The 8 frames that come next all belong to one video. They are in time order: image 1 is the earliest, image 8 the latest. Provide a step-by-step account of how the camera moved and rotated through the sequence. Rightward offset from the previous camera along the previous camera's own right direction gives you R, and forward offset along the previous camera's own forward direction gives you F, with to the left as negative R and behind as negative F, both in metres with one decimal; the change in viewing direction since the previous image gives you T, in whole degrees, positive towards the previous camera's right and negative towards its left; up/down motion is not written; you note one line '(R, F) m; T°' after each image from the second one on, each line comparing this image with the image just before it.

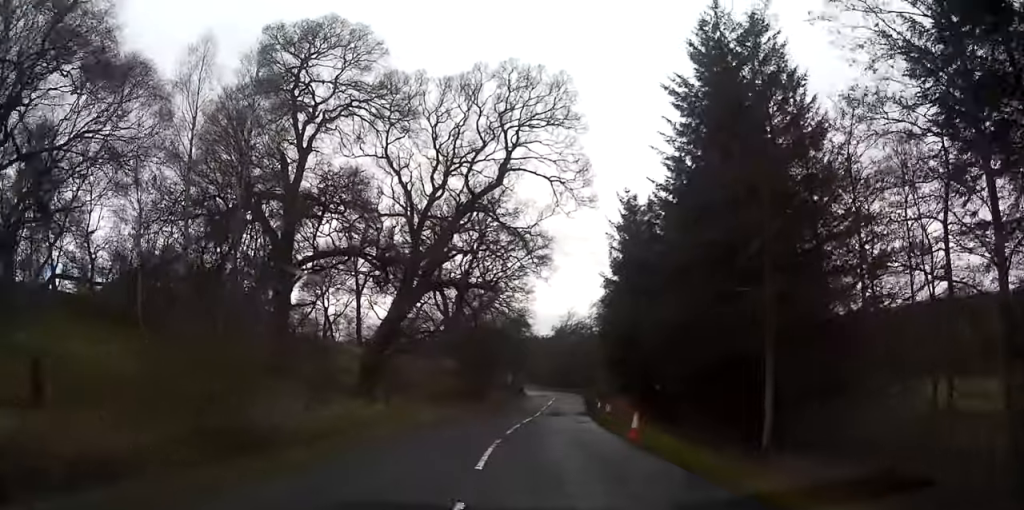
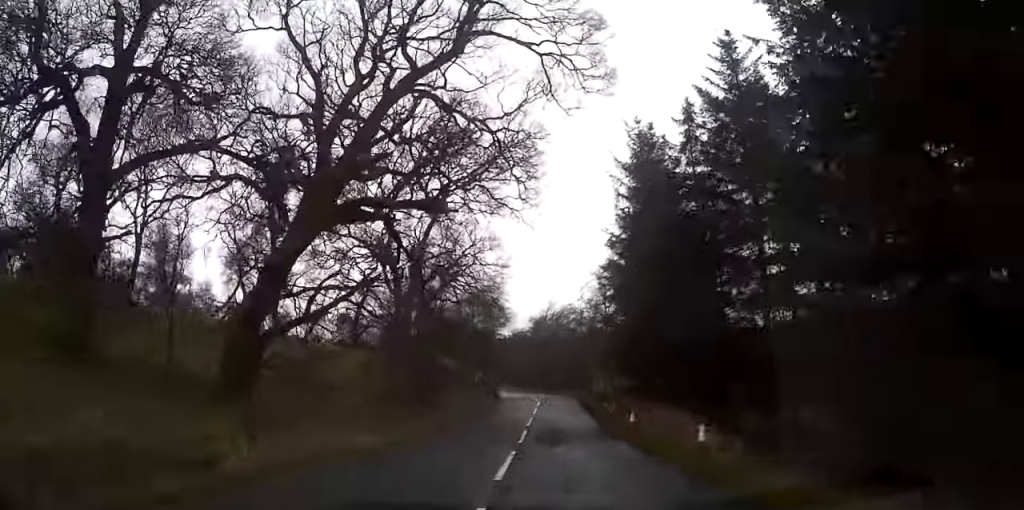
(+0.7, +19.1) m; +3°
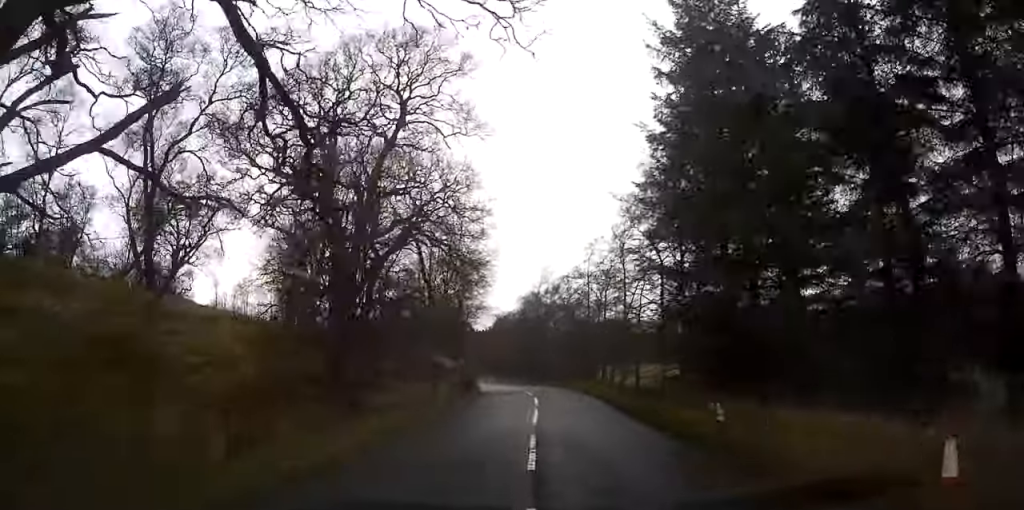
(+0.4, +18.4) m; +1°
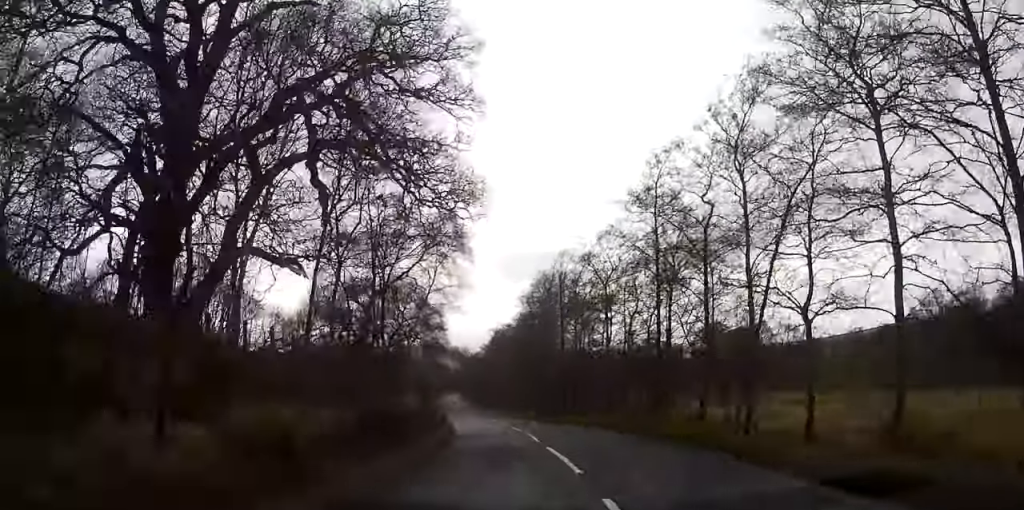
(+0.2, +26.1) m; 0°
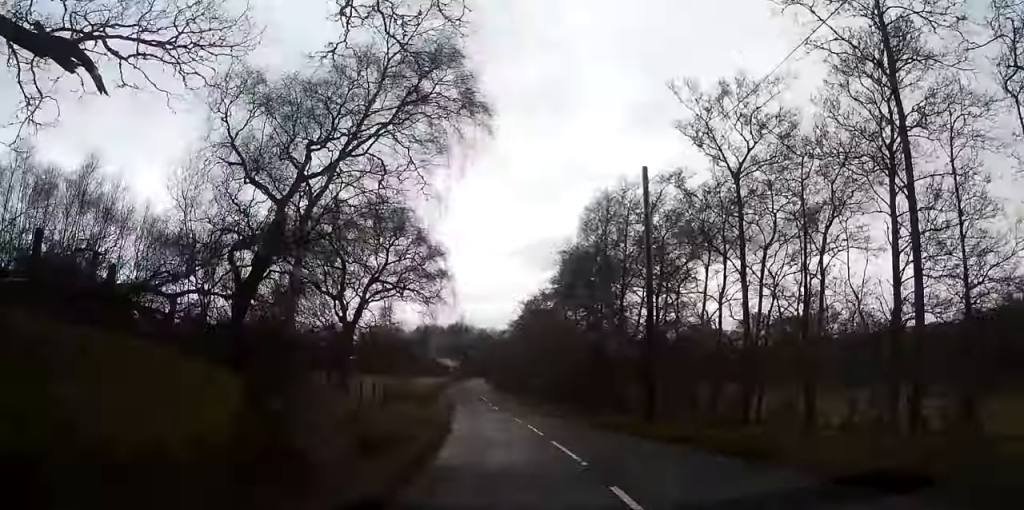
(-0.1, +17.8) m; -2°
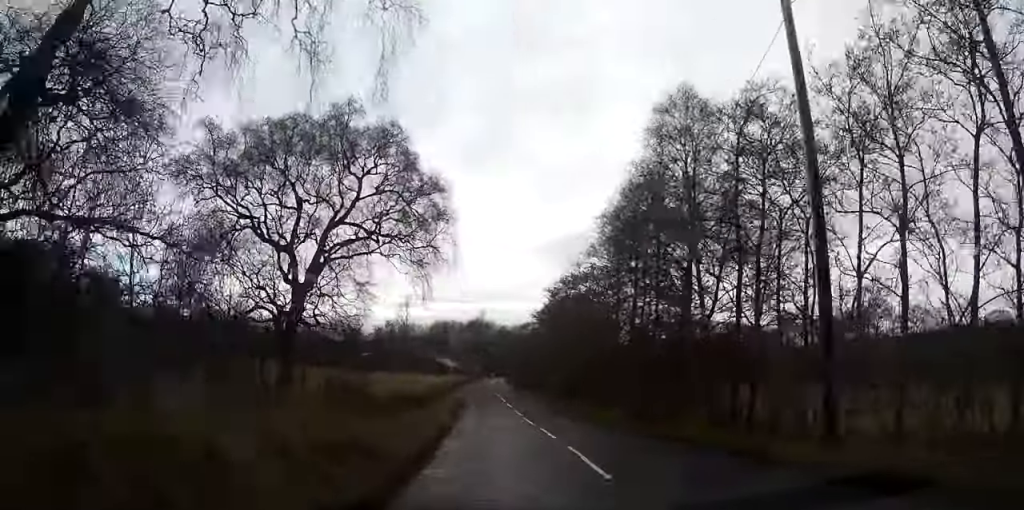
(-0.2, +11.2) m; -1°
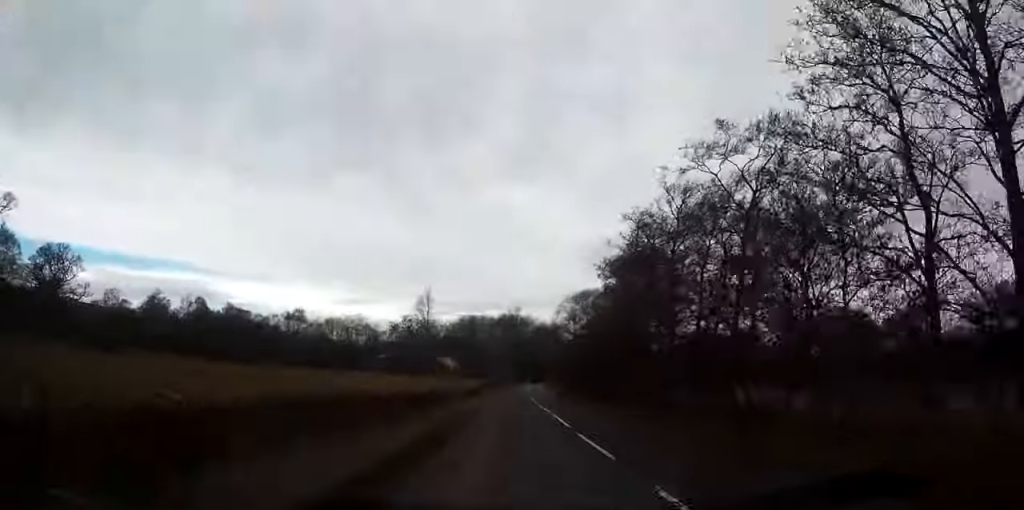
(-1.1, +34.7) m; -2°
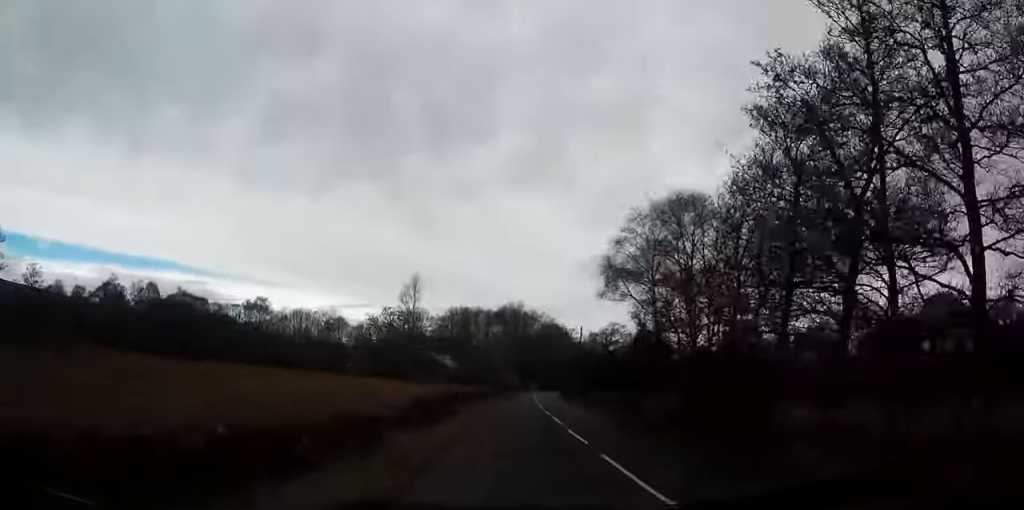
(-0.2, +32.8) m; -2°
